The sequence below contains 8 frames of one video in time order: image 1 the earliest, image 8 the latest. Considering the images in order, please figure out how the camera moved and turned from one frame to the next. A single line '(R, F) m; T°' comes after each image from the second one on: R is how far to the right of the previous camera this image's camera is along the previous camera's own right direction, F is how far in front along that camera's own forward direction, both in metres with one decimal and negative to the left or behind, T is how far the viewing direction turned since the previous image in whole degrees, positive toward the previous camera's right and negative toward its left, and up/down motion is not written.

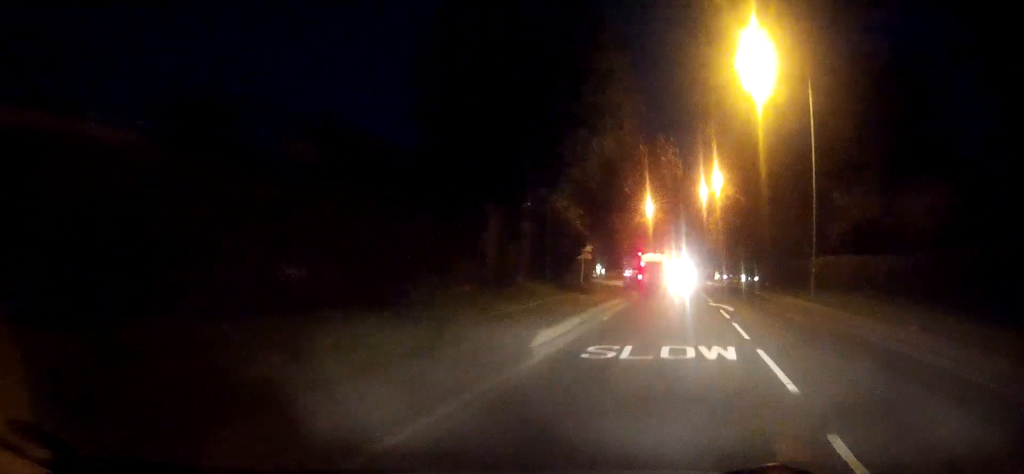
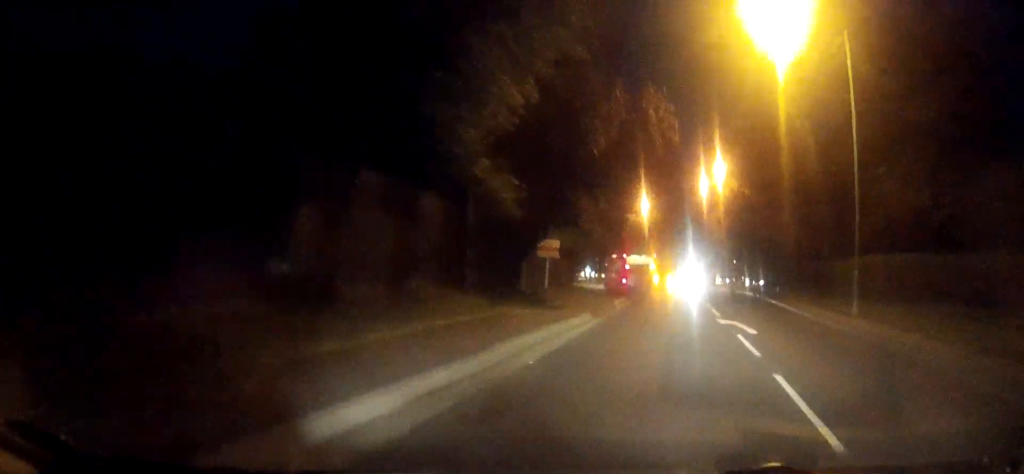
(0.0, +8.5) m; 0°
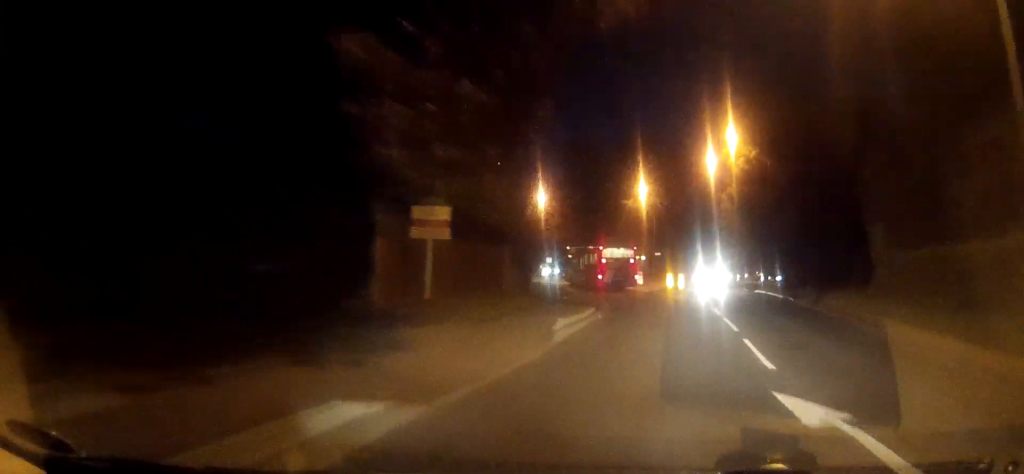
(0.0, +12.7) m; +1°
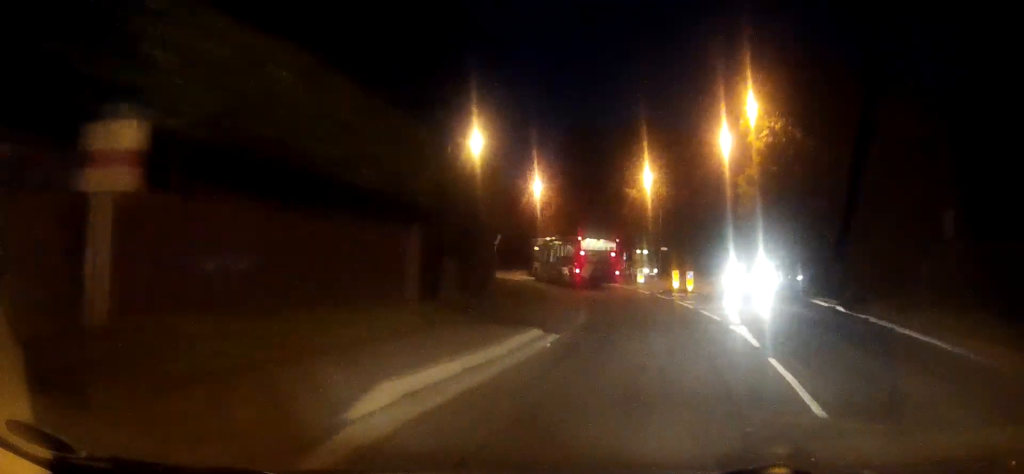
(+0.1, +9.1) m; +1°
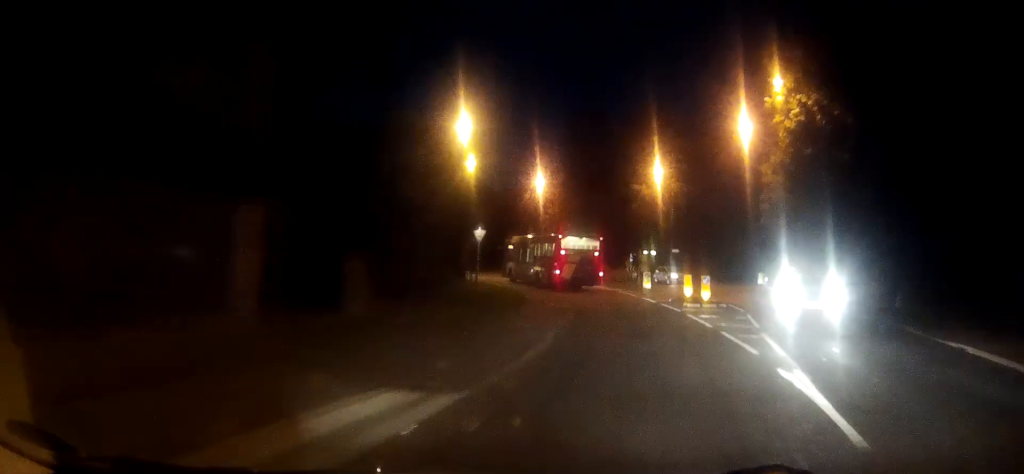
(0.0, +6.9) m; -1°
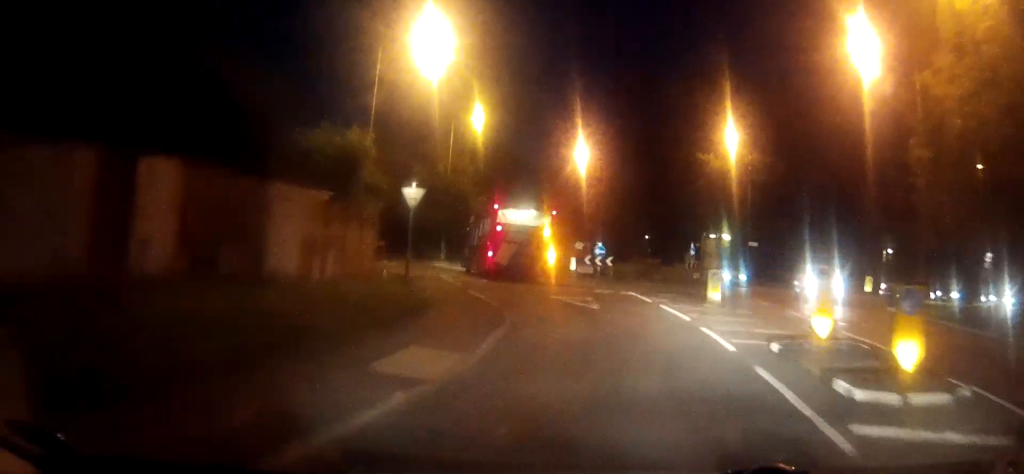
(-0.6, +20.0) m; -3°
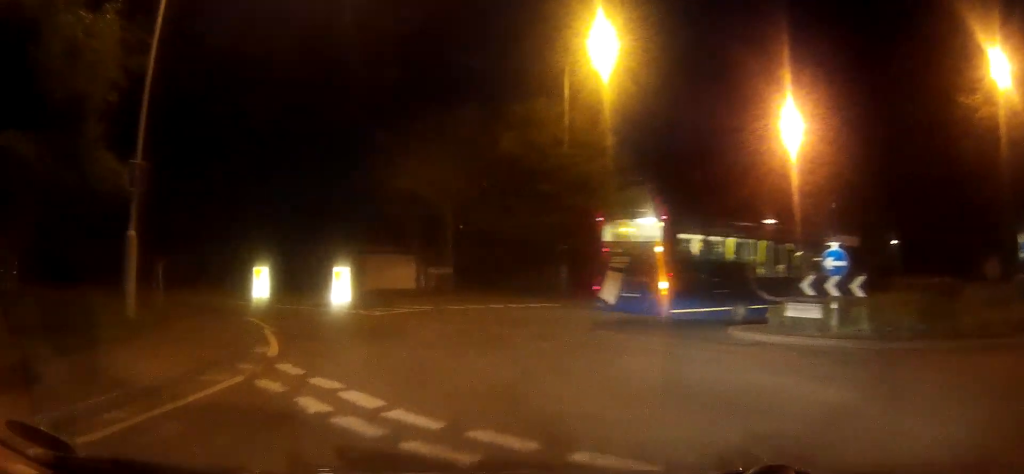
(-1.5, +25.2) m; -12°
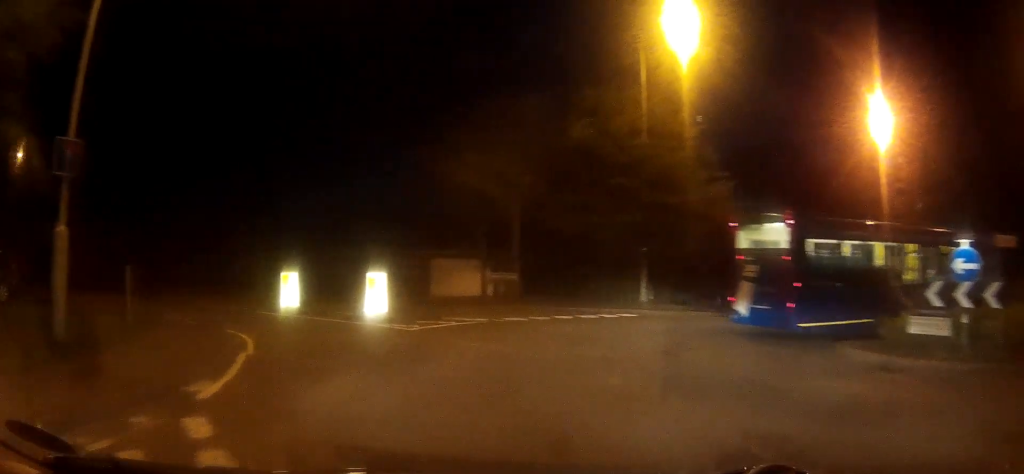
(-0.3, +3.5) m; -5°
